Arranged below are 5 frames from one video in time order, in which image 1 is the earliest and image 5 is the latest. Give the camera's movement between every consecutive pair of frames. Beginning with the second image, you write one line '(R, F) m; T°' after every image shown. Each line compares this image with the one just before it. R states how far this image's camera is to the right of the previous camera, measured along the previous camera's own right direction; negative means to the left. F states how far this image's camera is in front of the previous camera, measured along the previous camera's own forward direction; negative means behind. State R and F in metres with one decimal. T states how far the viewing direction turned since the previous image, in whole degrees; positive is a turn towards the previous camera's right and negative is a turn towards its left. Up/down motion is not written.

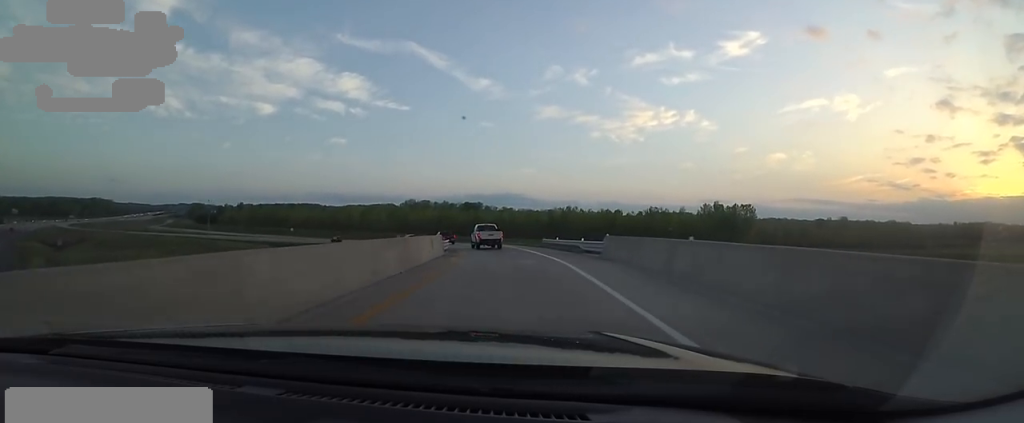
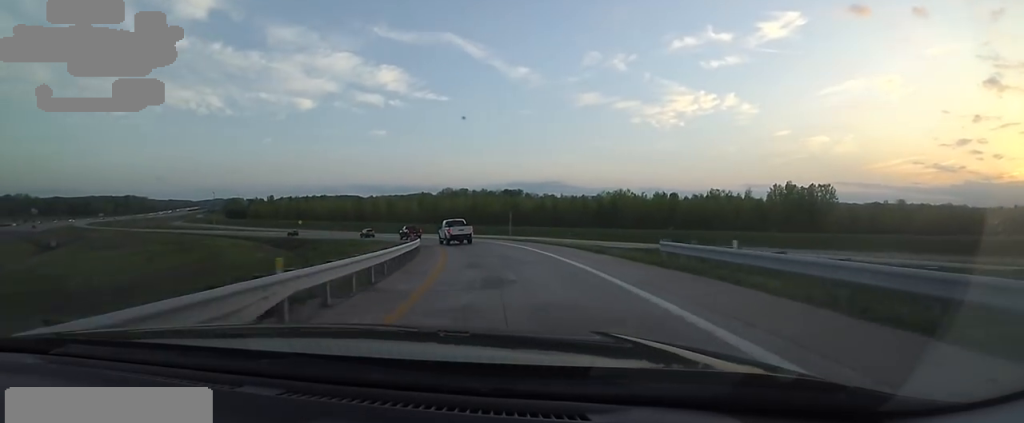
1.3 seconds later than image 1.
(-1.3, +25.3) m; -5°
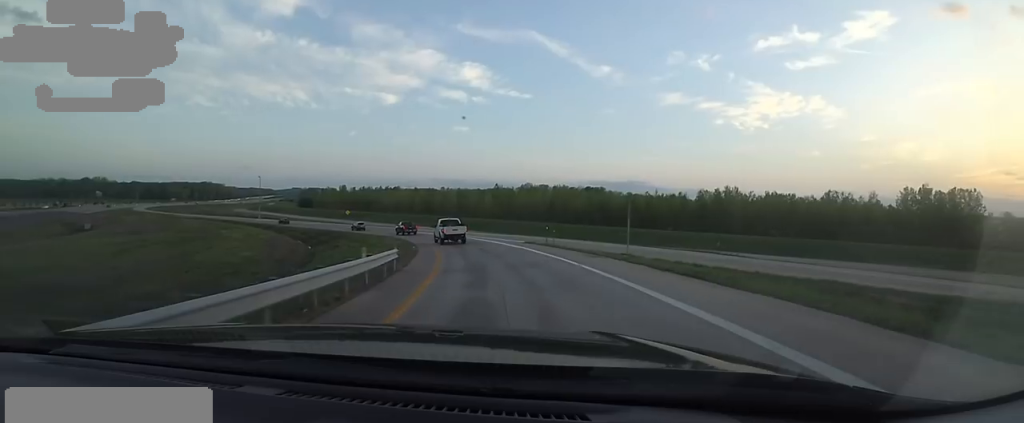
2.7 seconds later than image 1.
(-1.8, +25.9) m; -10°
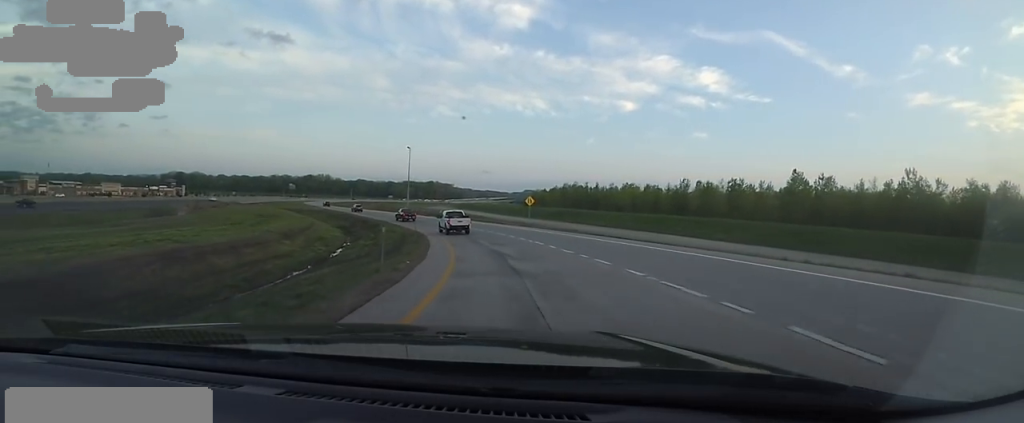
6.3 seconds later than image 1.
(-18.2, +71.6) m; -28°
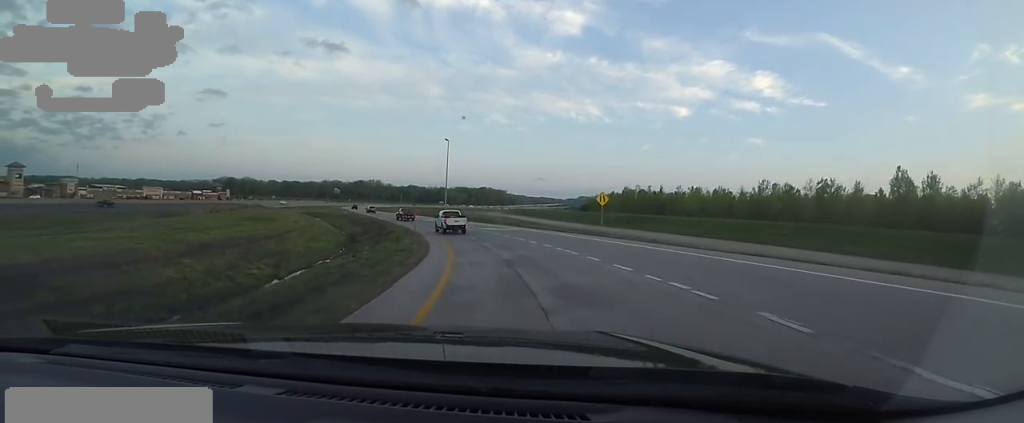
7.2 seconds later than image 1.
(-0.9, +18.3) m; -7°
